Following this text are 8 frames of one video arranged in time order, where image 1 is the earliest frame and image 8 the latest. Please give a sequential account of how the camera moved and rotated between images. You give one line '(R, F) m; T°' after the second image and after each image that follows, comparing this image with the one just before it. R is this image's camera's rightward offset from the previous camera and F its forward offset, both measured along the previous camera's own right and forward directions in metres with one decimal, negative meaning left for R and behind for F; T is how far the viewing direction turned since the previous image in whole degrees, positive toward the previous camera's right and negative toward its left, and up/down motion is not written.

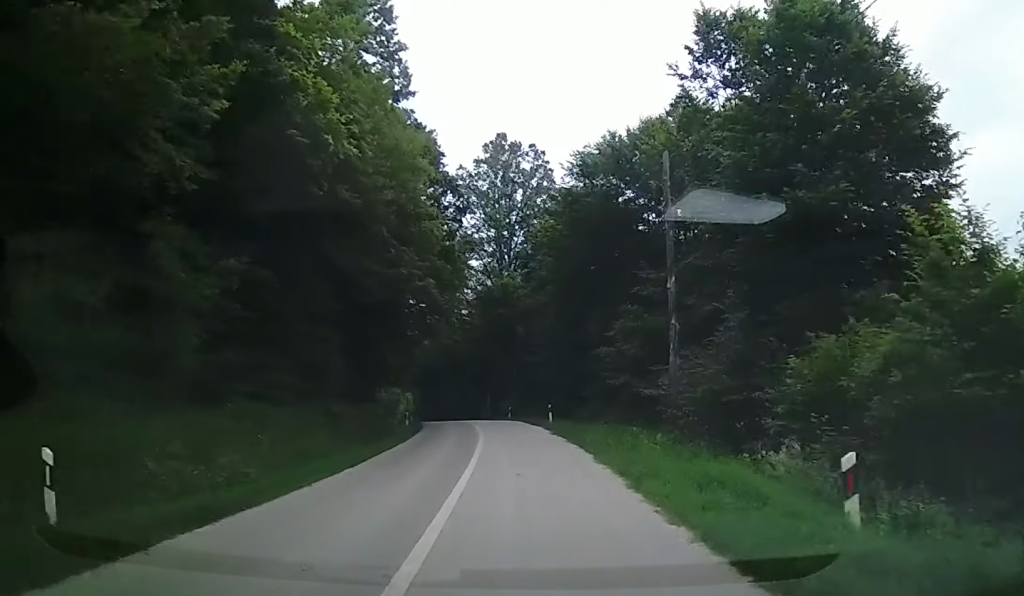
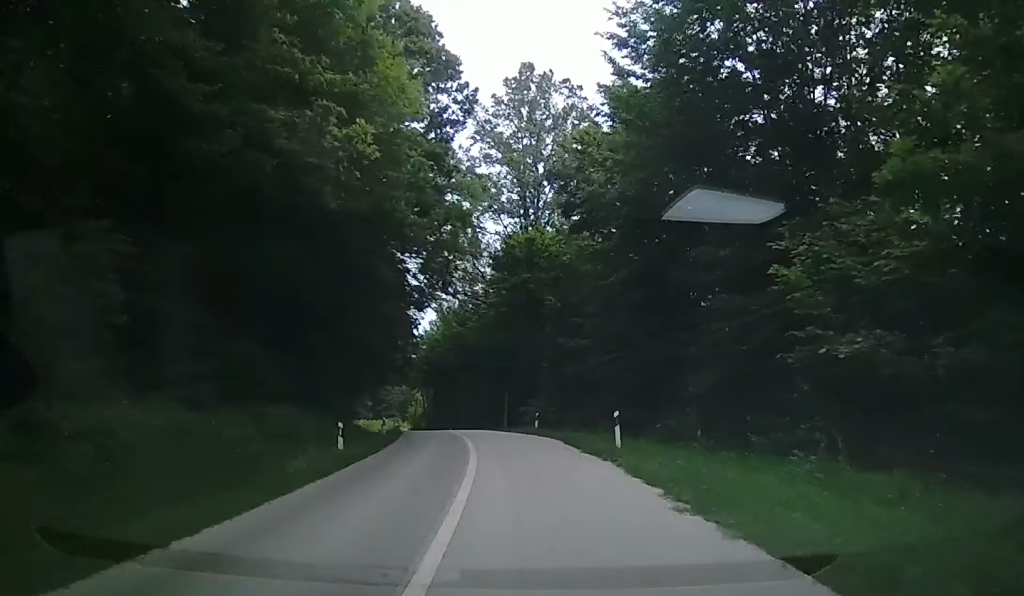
(+0.2, +16.5) m; +1°
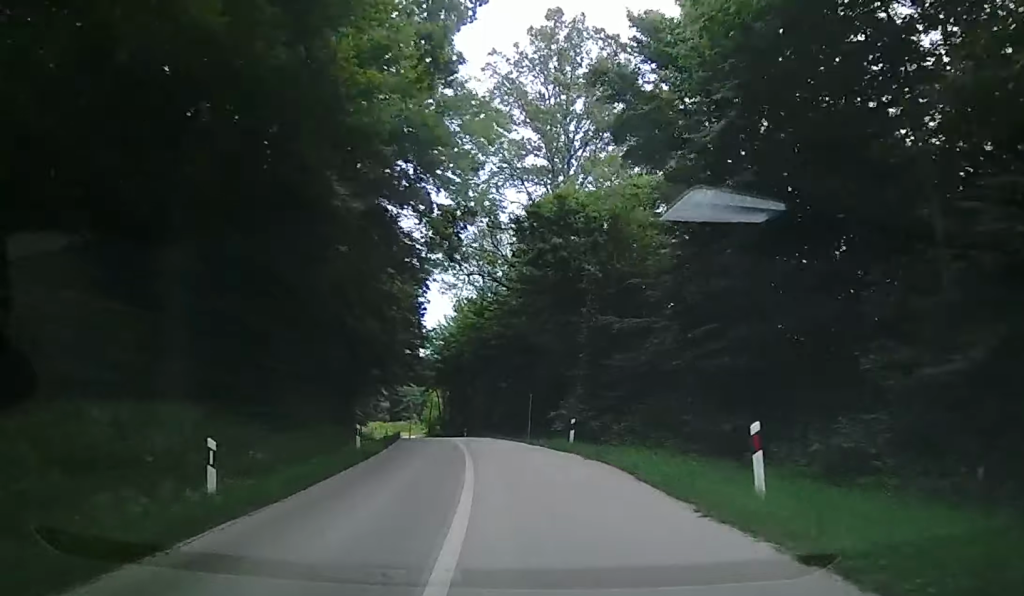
(0.0, +8.9) m; -1°
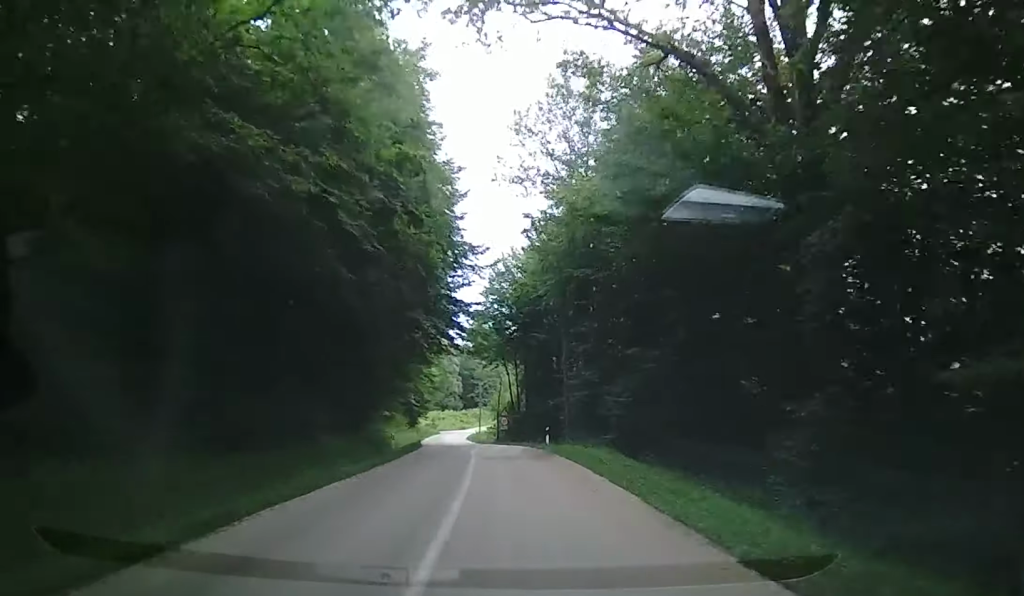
(-2.3, +29.6) m; -10°
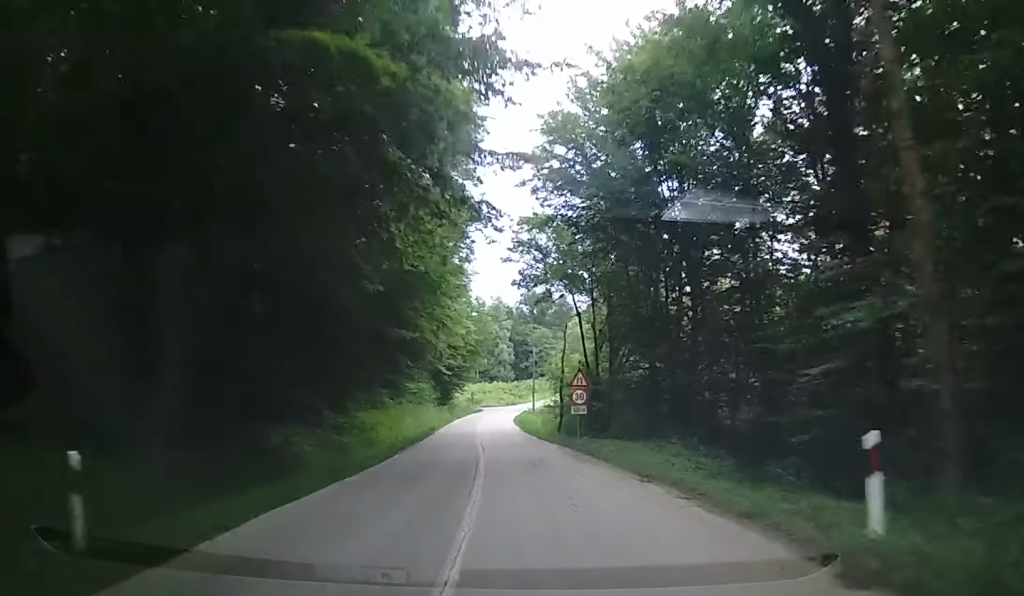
(-0.5, +24.9) m; -1°
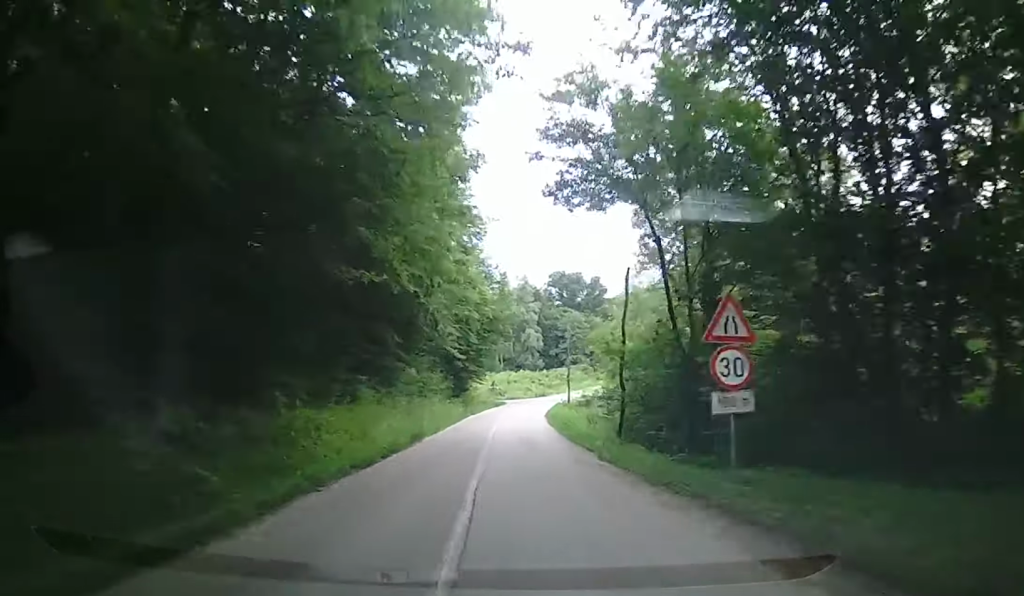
(-0.1, +14.3) m; -2°
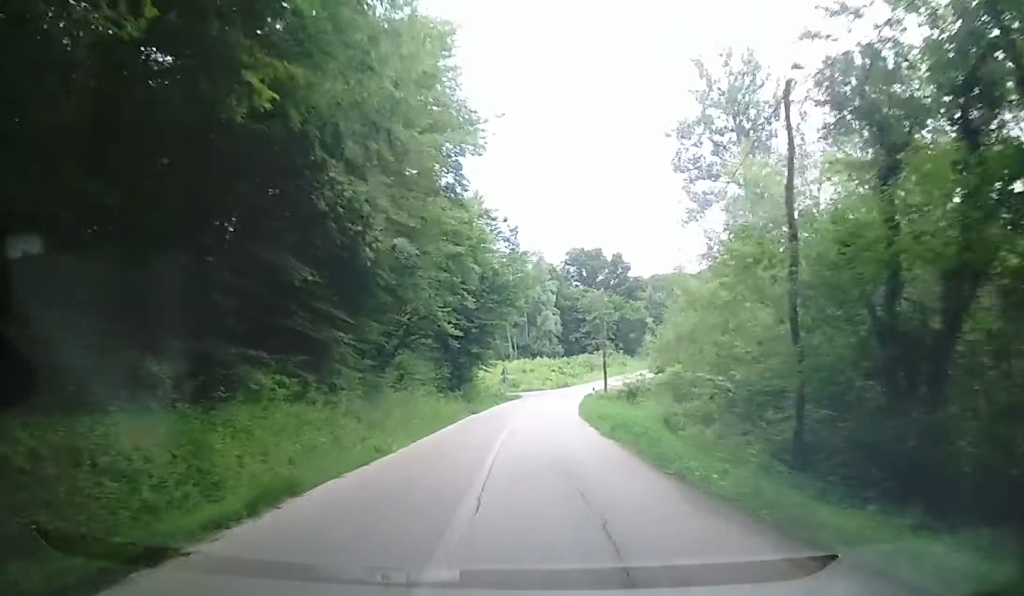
(-0.4, +14.7) m; -3°
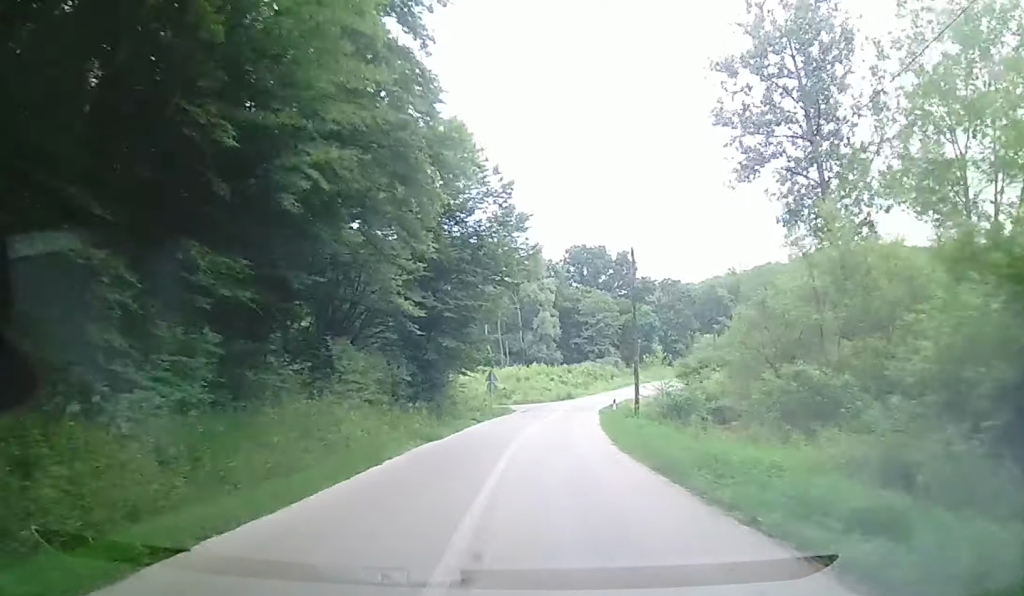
(-0.4, +13.5) m; 0°
